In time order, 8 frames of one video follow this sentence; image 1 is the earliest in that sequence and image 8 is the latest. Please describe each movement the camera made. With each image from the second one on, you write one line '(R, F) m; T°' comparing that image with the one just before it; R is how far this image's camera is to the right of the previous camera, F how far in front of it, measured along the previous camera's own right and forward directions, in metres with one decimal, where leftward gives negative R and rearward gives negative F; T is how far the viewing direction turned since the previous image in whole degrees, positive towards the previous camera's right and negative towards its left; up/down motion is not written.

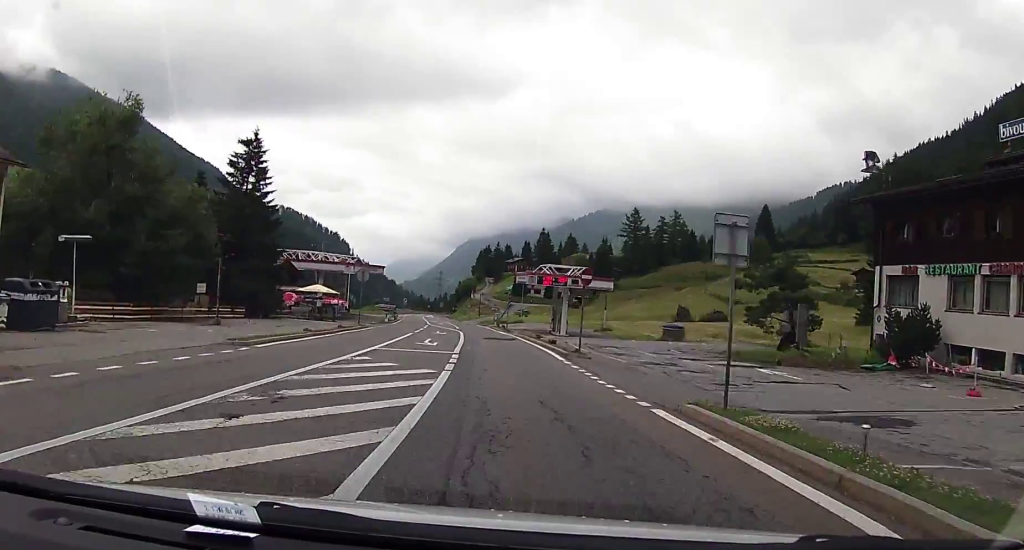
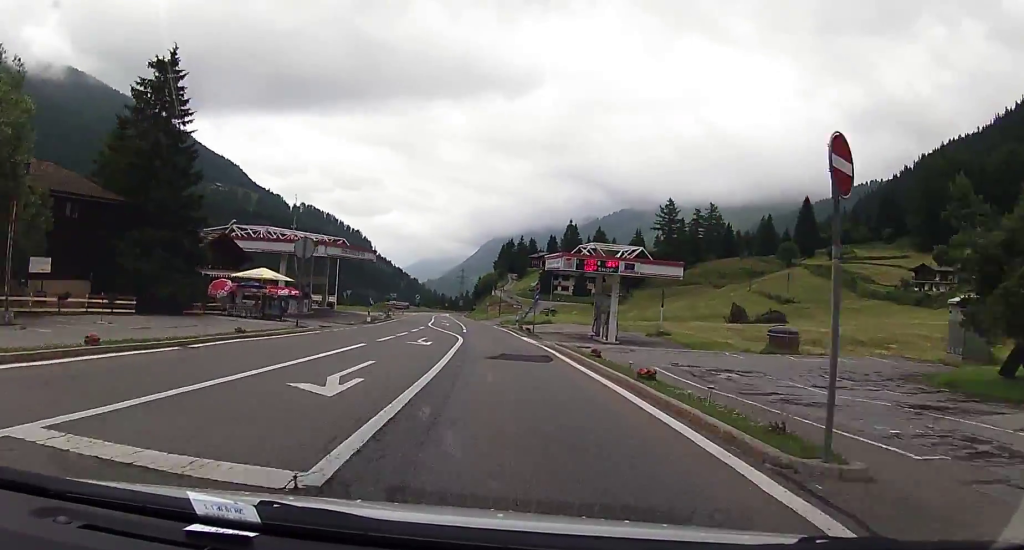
(-0.4, +17.7) m; -2°
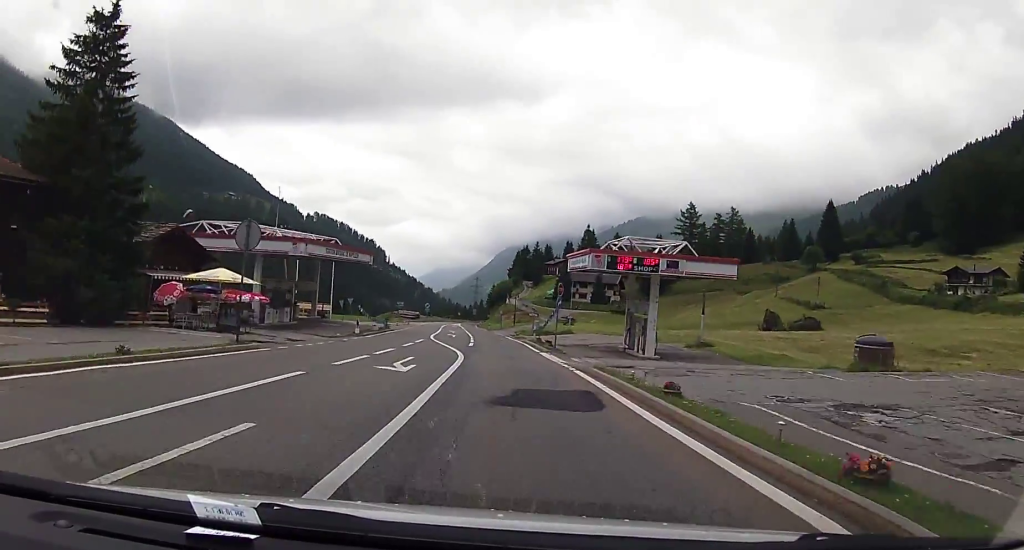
(0.0, +7.8) m; -1°
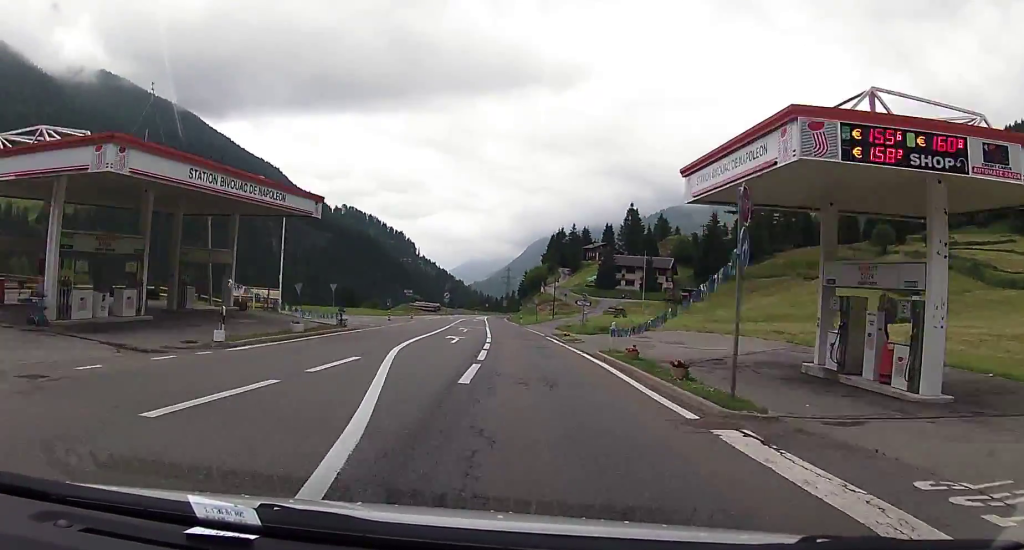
(-0.6, +24.2) m; -2°
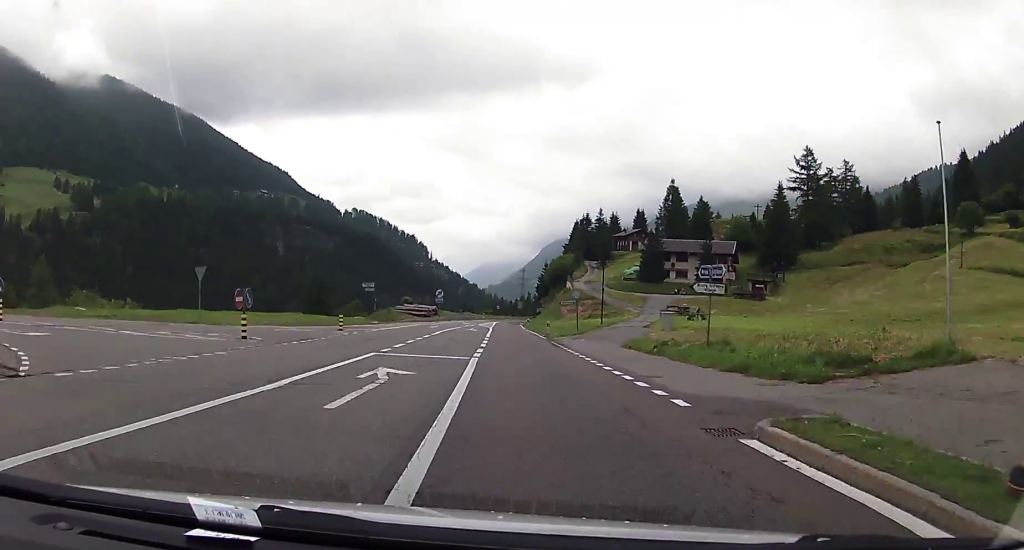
(-0.6, +36.6) m; -1°
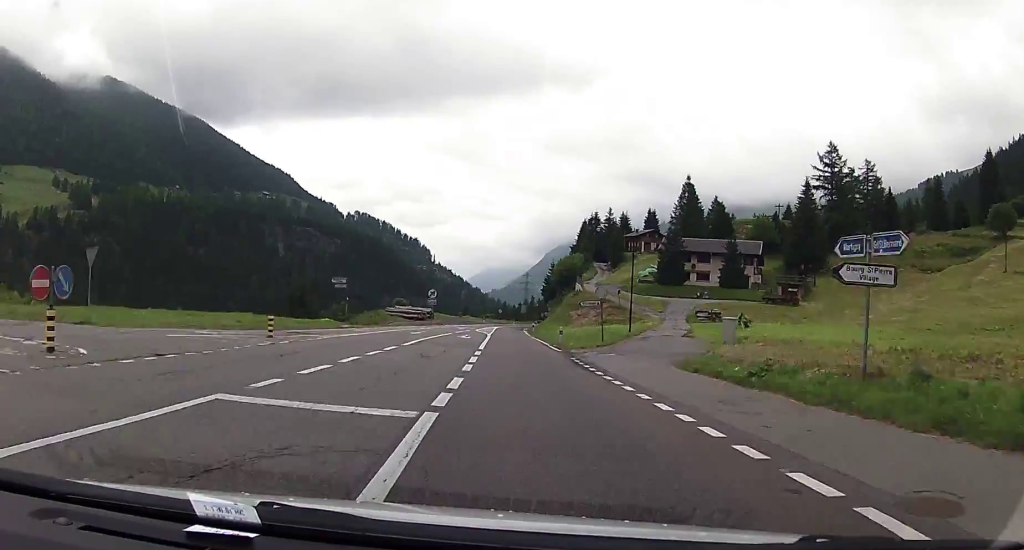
(0.0, +11.5) m; 0°
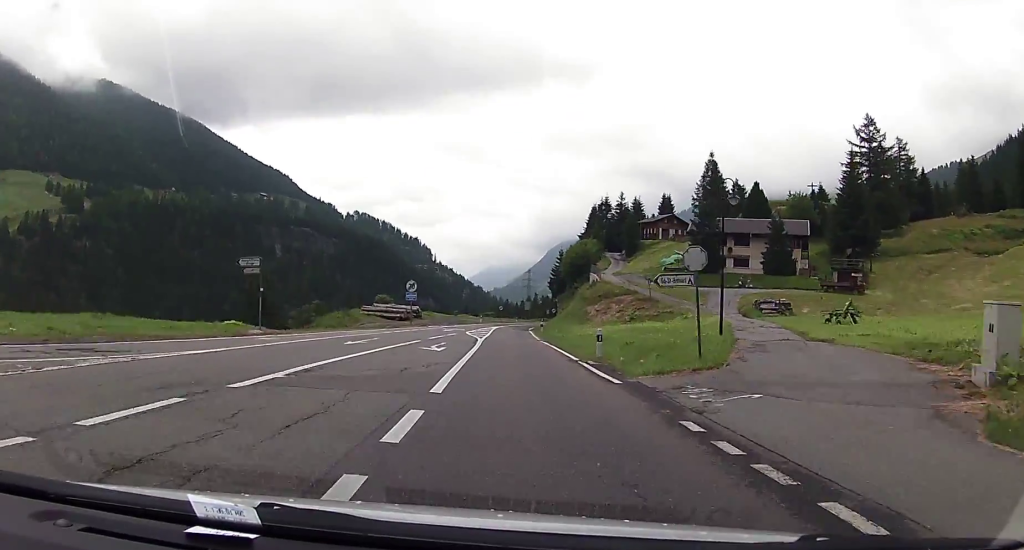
(0.0, +17.4) m; 0°
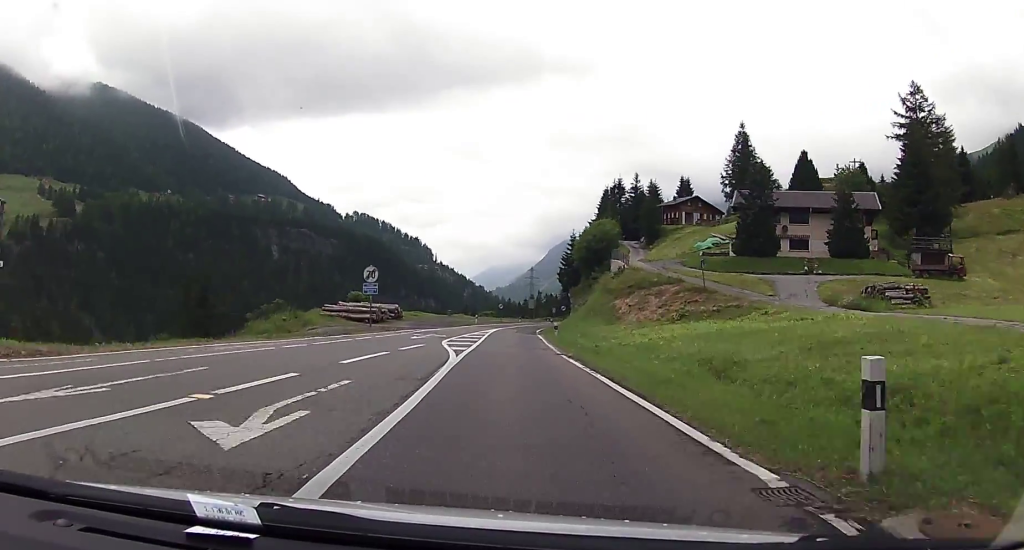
(0.0, +18.1) m; 0°
